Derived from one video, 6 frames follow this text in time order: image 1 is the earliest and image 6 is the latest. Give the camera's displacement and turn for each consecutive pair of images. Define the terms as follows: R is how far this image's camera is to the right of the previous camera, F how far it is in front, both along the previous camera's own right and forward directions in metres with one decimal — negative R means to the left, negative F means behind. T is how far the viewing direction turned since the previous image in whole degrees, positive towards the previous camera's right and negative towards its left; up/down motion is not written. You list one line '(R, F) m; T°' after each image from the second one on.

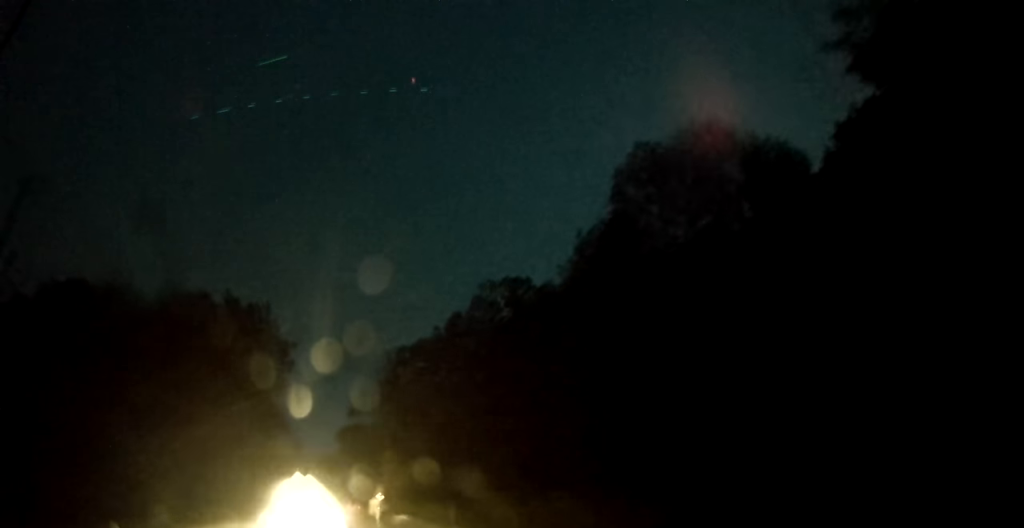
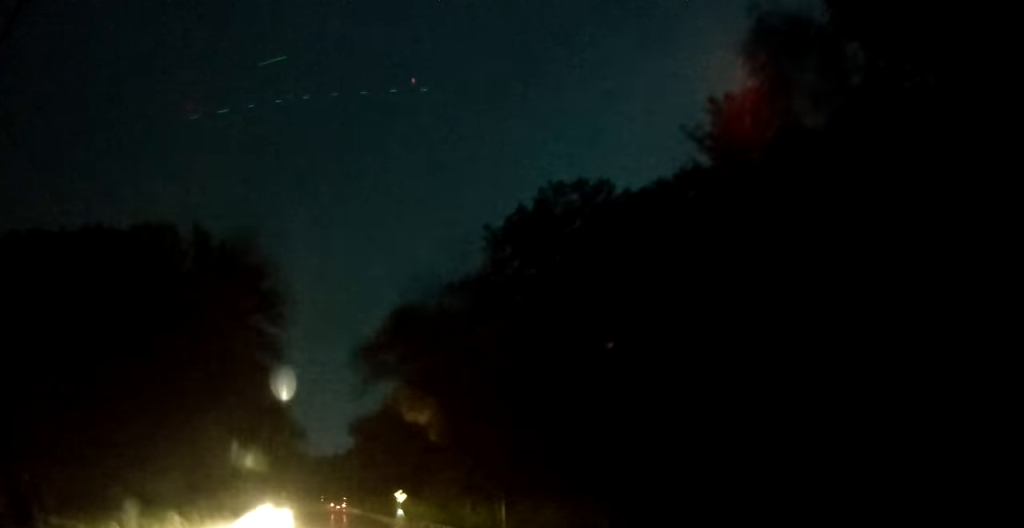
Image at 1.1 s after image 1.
(-0.1, +18.2) m; -1°
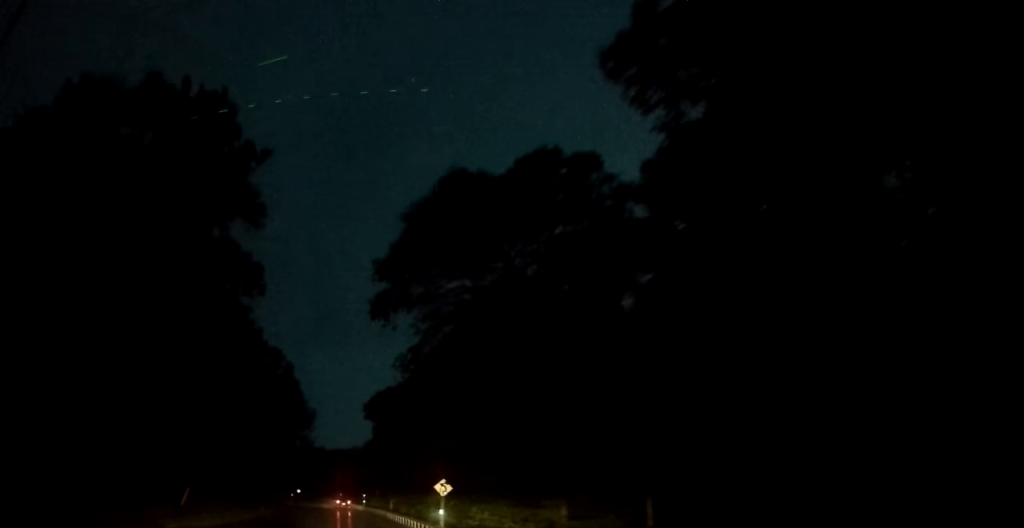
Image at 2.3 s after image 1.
(-0.4, +20.9) m; -3°
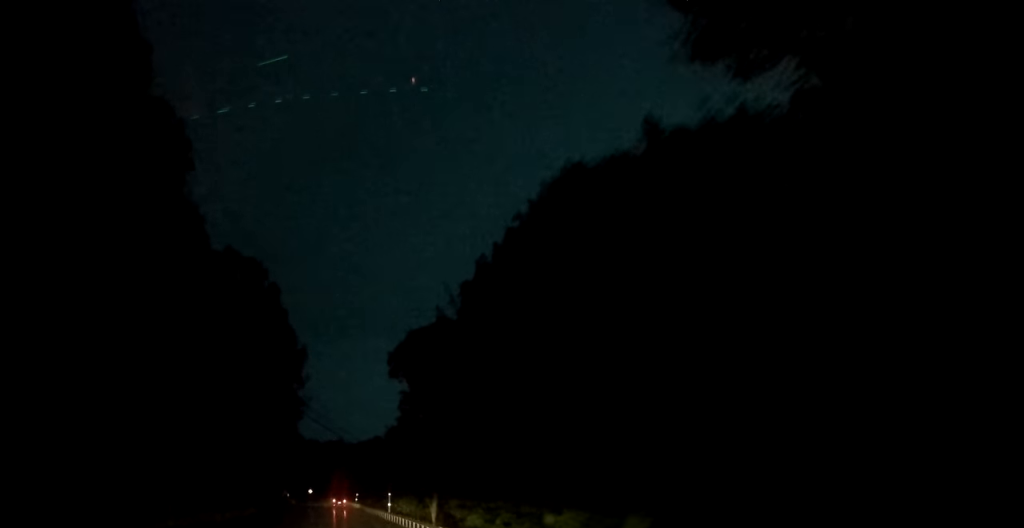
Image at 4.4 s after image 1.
(-1.3, +35.2) m; -2°
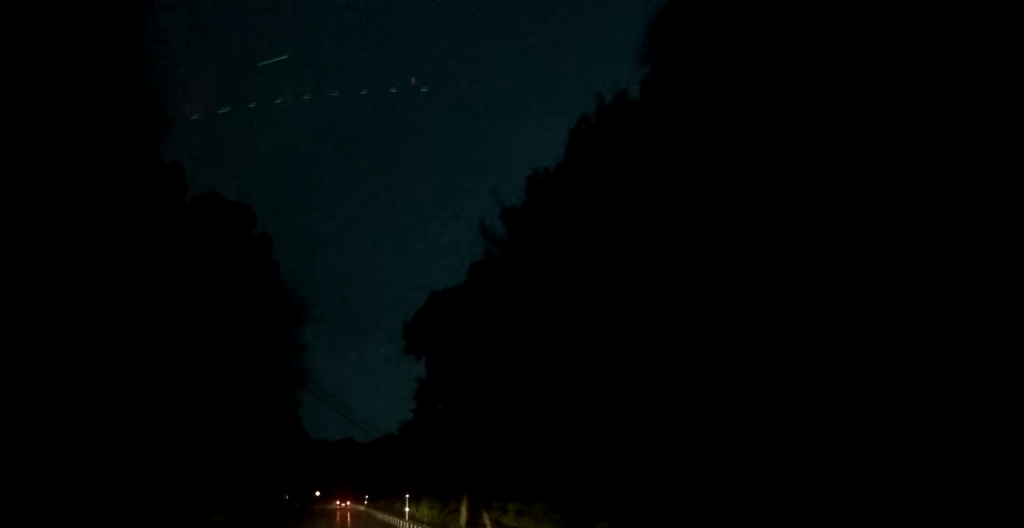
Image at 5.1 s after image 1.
(0.0, +11.9) m; 0°
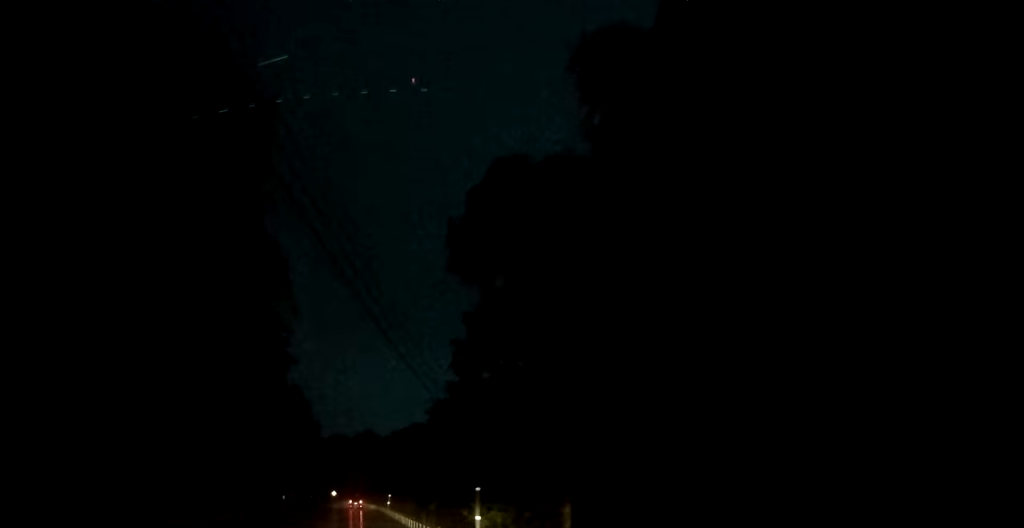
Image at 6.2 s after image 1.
(0.0, +19.3) m; -1°
